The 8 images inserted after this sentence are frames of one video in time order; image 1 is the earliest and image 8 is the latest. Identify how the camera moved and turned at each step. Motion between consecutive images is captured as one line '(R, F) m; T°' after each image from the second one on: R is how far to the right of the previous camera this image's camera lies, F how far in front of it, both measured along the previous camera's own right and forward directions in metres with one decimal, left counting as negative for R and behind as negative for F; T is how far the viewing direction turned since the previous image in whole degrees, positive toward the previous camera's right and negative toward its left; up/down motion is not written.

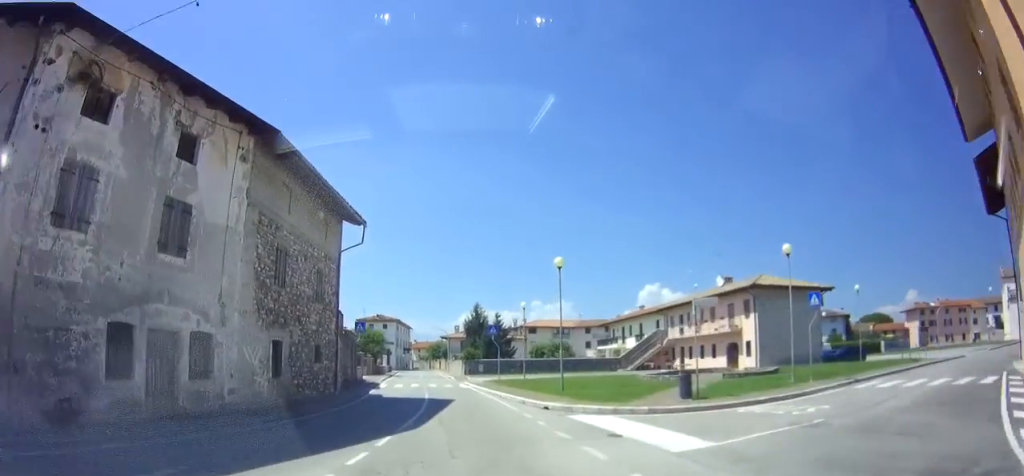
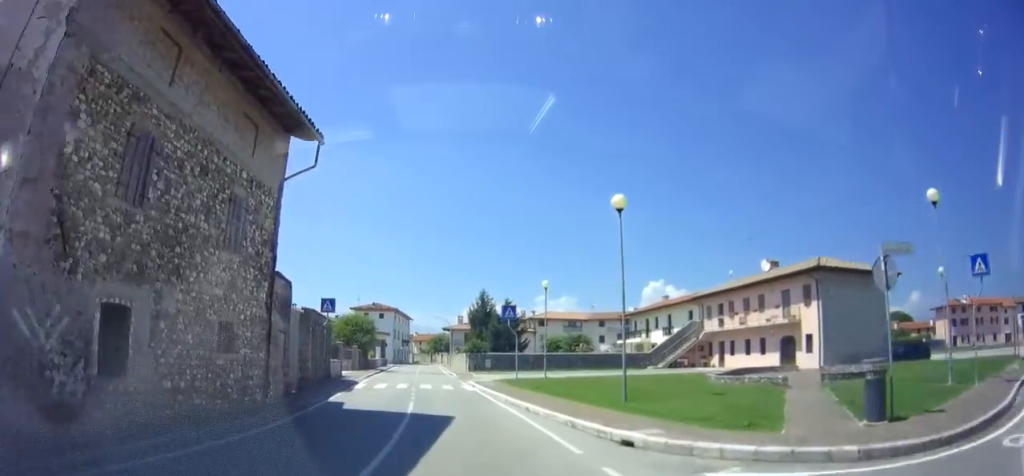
(0.0, +8.6) m; -1°
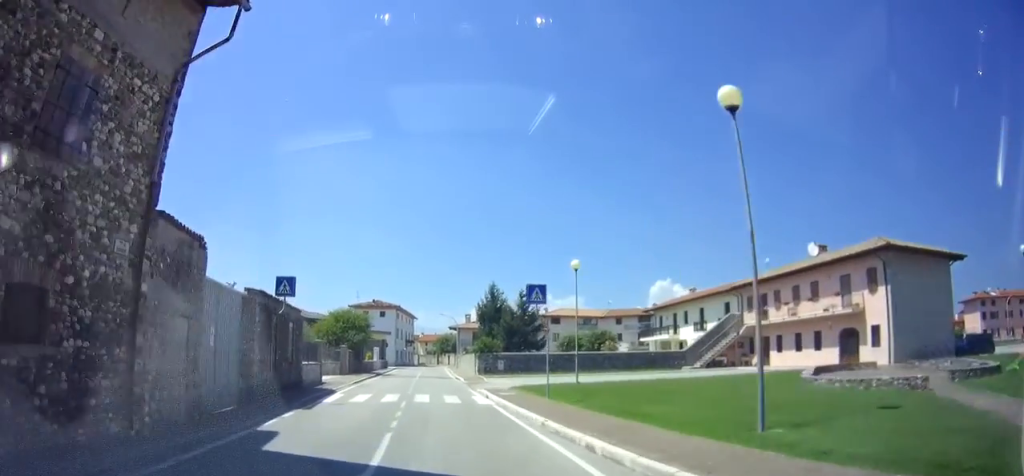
(0.0, +6.2) m; -1°
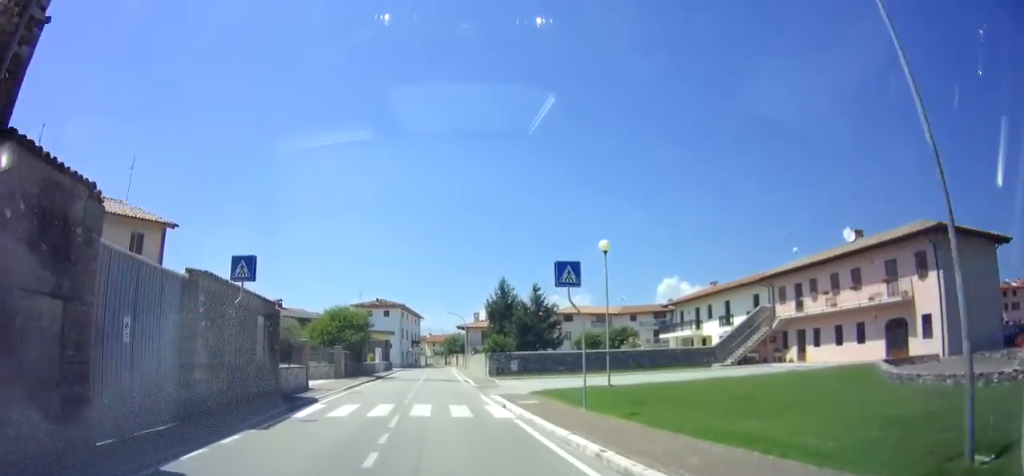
(-0.1, +3.7) m; -1°
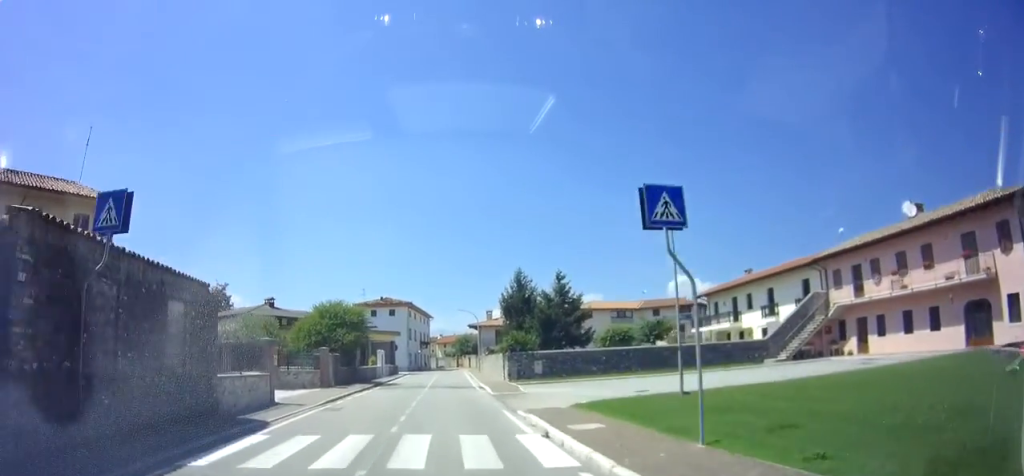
(-0.1, +5.5) m; -2°
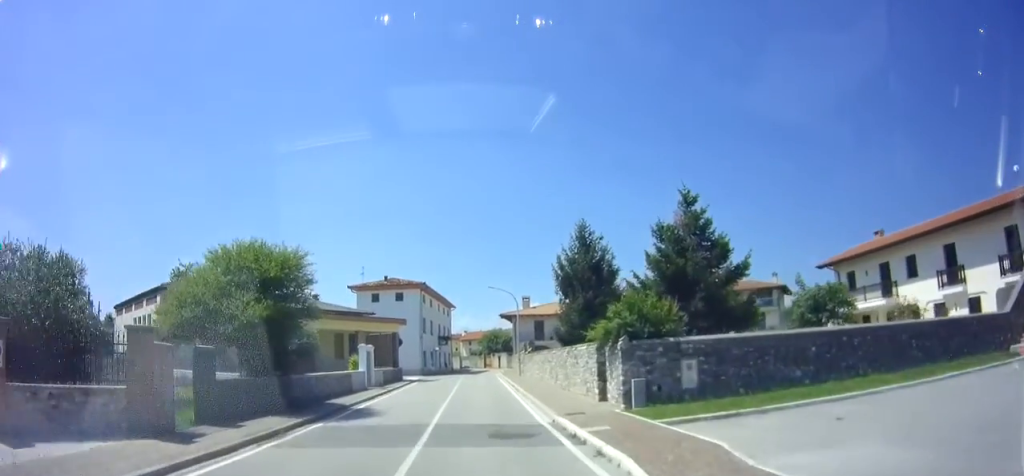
(+0.1, +18.0) m; +2°
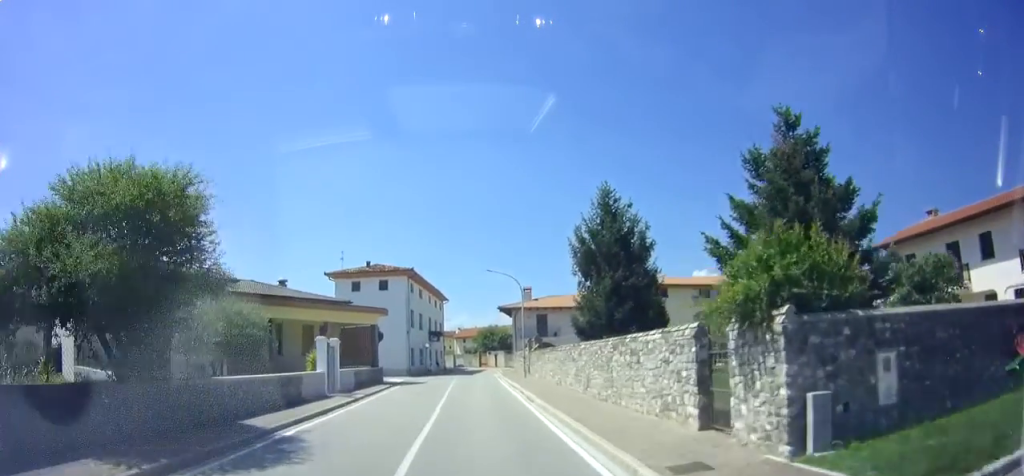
(0.0, +6.9) m; 0°
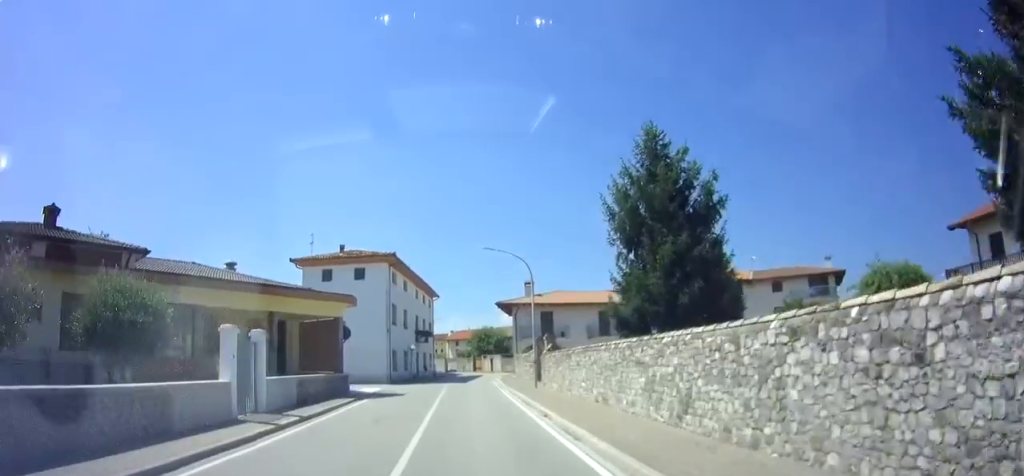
(0.0, +7.7) m; 0°
